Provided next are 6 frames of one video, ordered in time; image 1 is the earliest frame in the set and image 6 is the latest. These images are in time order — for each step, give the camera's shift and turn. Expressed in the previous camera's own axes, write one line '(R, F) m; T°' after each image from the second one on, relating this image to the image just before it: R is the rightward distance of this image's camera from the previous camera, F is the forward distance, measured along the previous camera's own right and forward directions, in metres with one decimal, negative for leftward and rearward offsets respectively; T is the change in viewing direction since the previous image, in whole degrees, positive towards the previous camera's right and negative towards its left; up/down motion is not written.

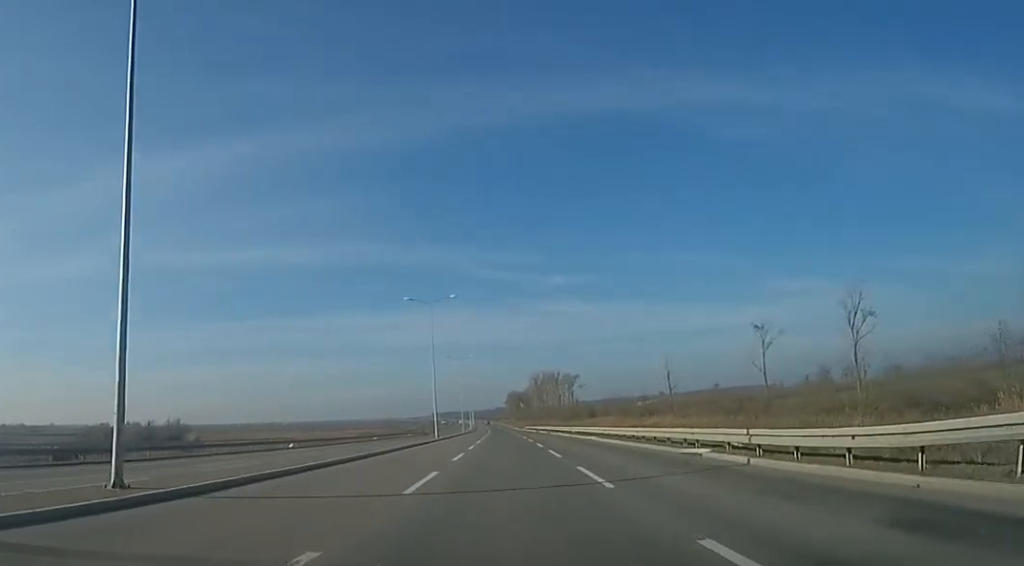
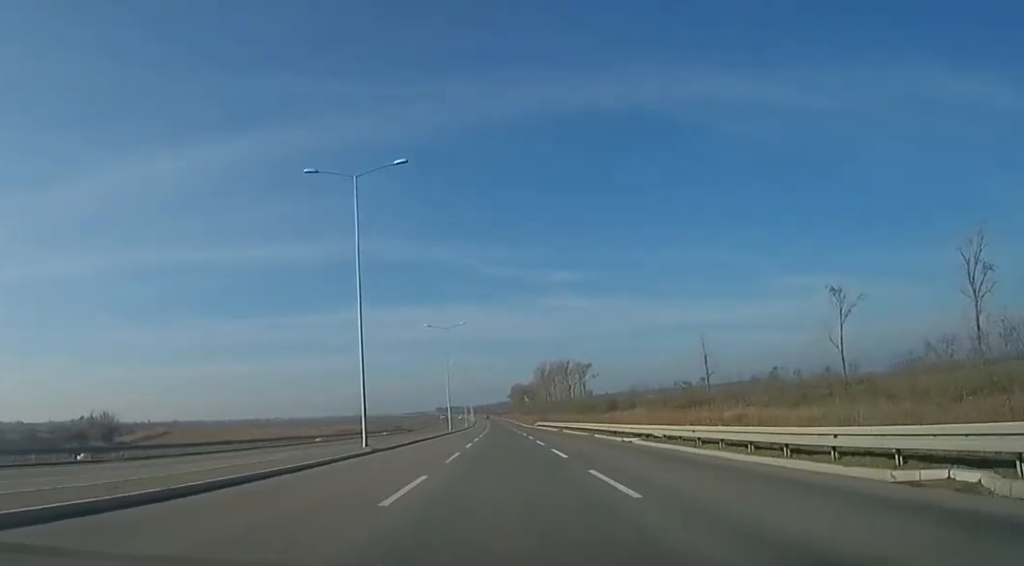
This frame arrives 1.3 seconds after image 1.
(+0.2, +31.3) m; 0°
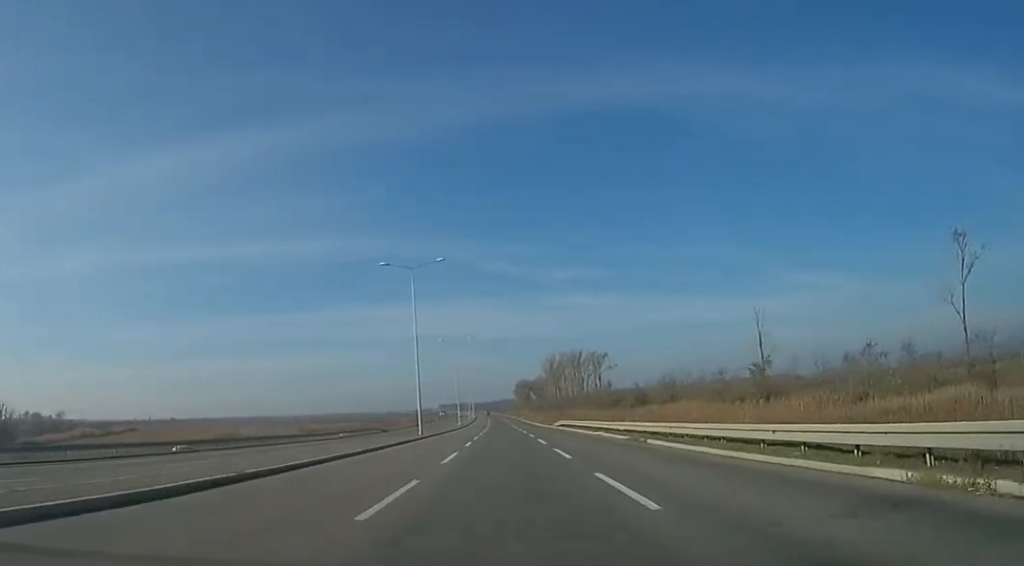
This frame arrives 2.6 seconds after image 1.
(-0.9, +30.8) m; 0°
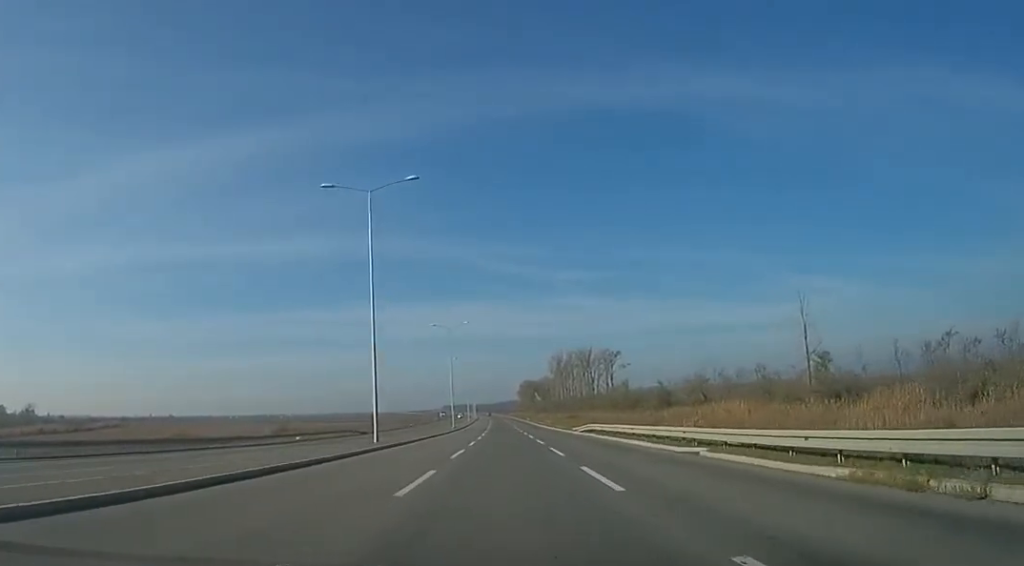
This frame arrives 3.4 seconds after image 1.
(+0.9, +17.3) m; 0°
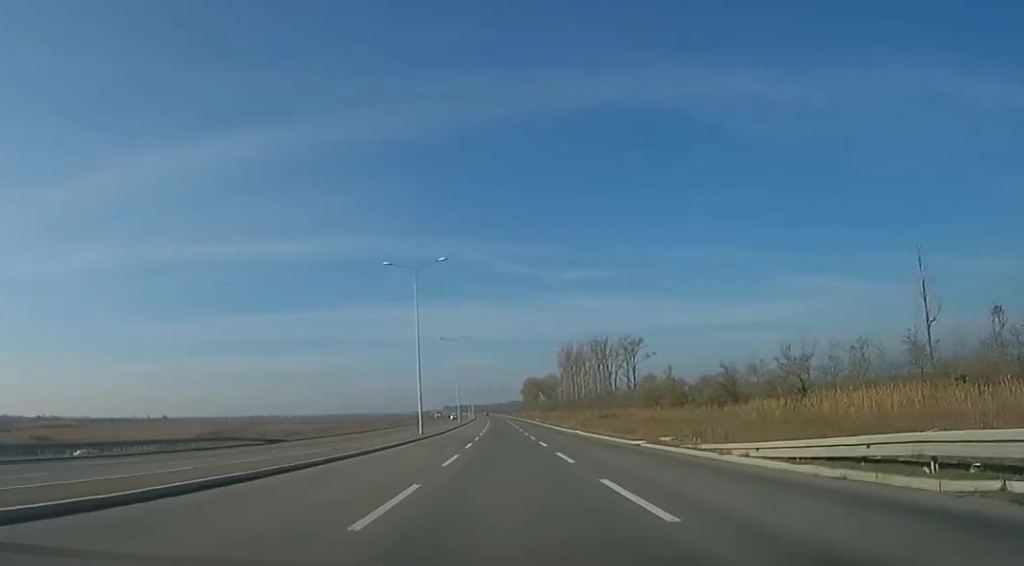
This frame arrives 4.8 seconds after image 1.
(-1.2, +32.7) m; -3°
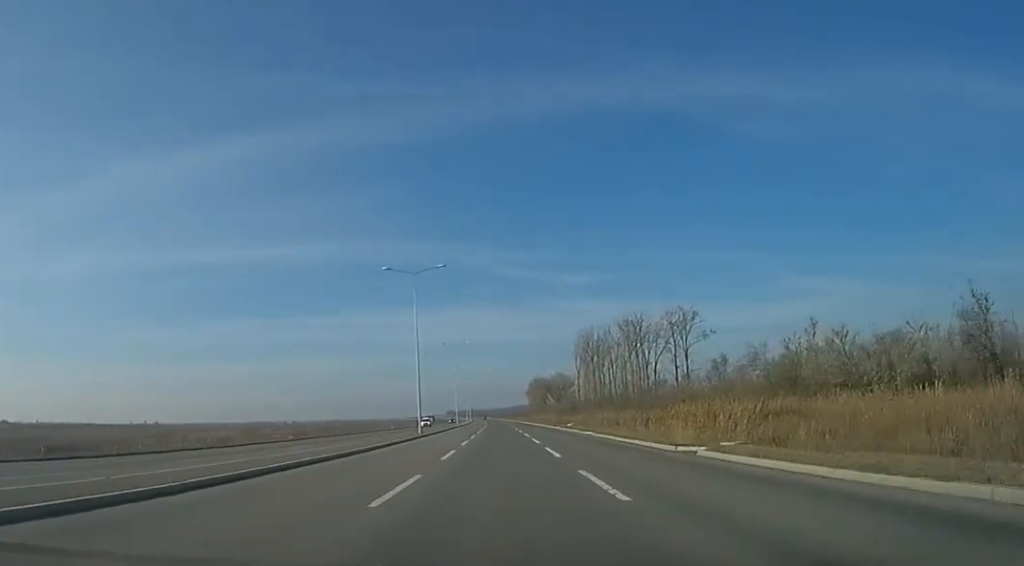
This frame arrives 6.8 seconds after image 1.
(+2.4, +47.7) m; +2°
